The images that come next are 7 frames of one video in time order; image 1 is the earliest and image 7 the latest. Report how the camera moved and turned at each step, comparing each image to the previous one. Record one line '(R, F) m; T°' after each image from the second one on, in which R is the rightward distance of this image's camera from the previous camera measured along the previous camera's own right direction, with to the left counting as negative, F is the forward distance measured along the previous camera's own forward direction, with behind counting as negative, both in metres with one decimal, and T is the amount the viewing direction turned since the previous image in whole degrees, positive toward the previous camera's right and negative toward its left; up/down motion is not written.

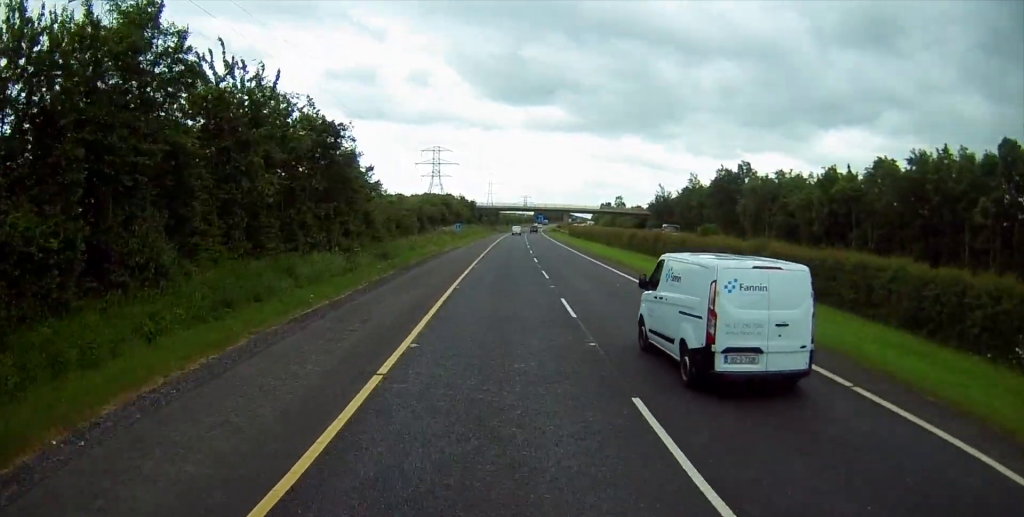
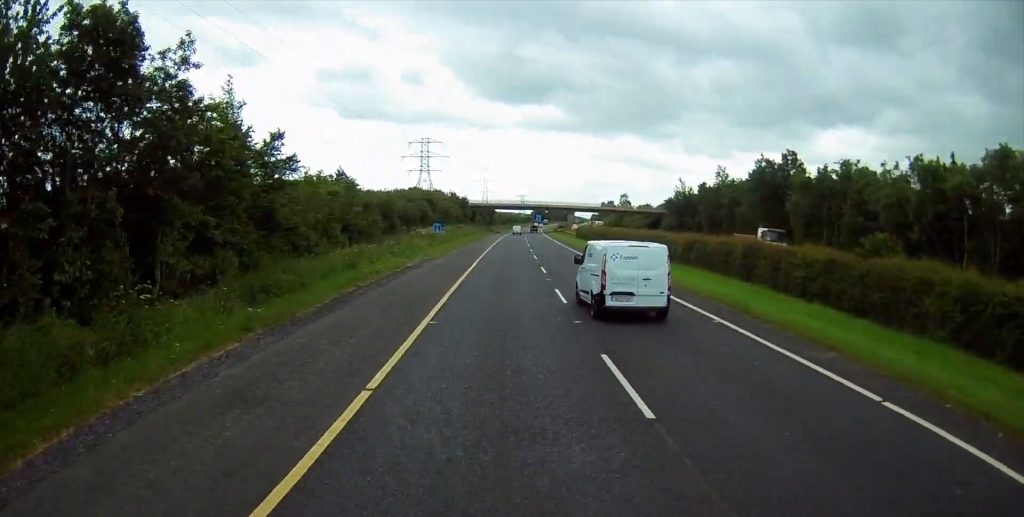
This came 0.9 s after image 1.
(+0.3, +20.8) m; +1°
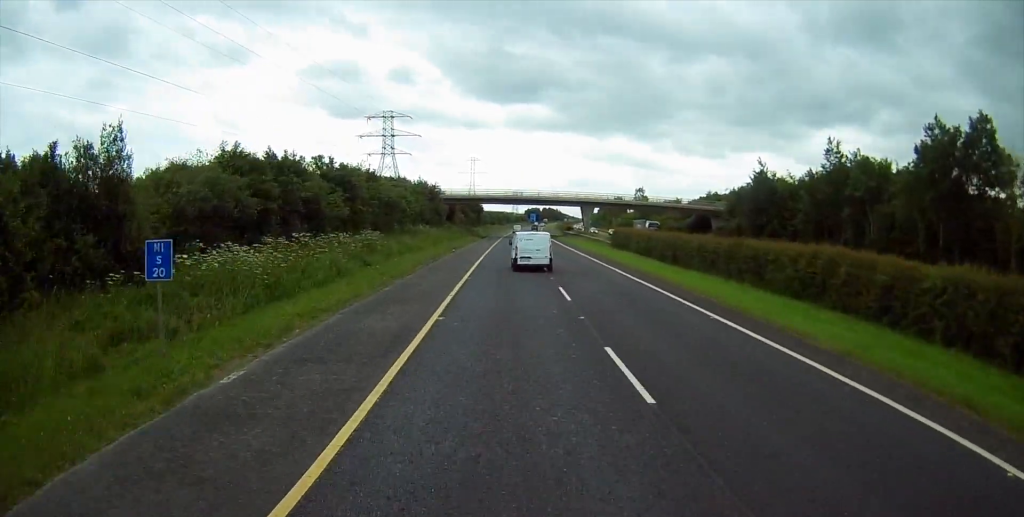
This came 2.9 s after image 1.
(0.0, +46.8) m; 0°
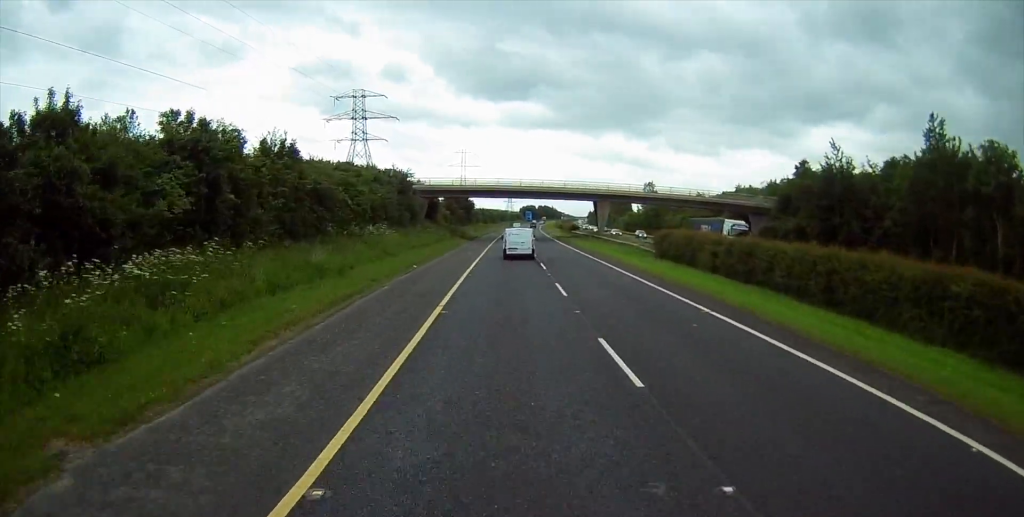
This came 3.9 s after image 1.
(0.0, +23.3) m; +1°
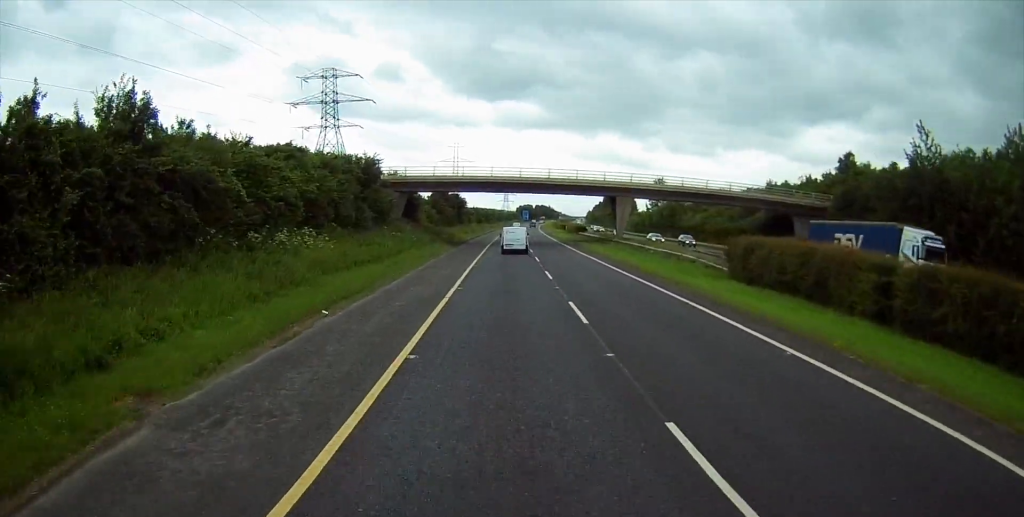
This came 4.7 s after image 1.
(+0.3, +17.8) m; +1°
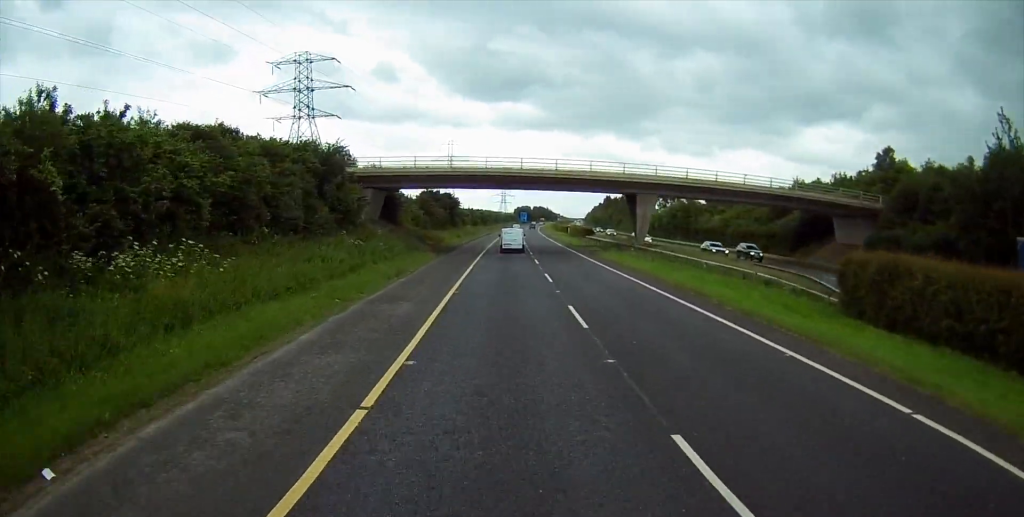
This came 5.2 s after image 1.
(0.0, +12.4) m; 0°
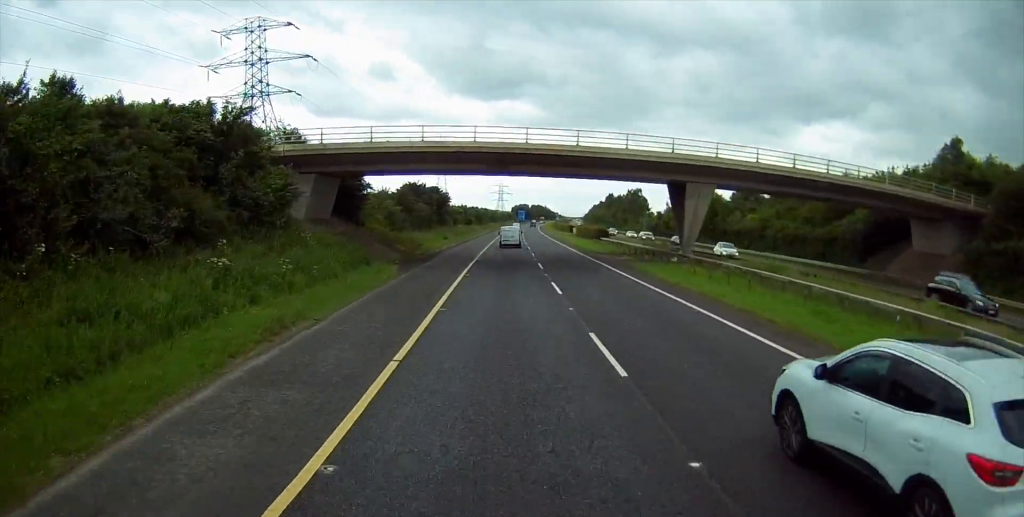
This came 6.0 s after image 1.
(0.0, +17.1) m; 0°
